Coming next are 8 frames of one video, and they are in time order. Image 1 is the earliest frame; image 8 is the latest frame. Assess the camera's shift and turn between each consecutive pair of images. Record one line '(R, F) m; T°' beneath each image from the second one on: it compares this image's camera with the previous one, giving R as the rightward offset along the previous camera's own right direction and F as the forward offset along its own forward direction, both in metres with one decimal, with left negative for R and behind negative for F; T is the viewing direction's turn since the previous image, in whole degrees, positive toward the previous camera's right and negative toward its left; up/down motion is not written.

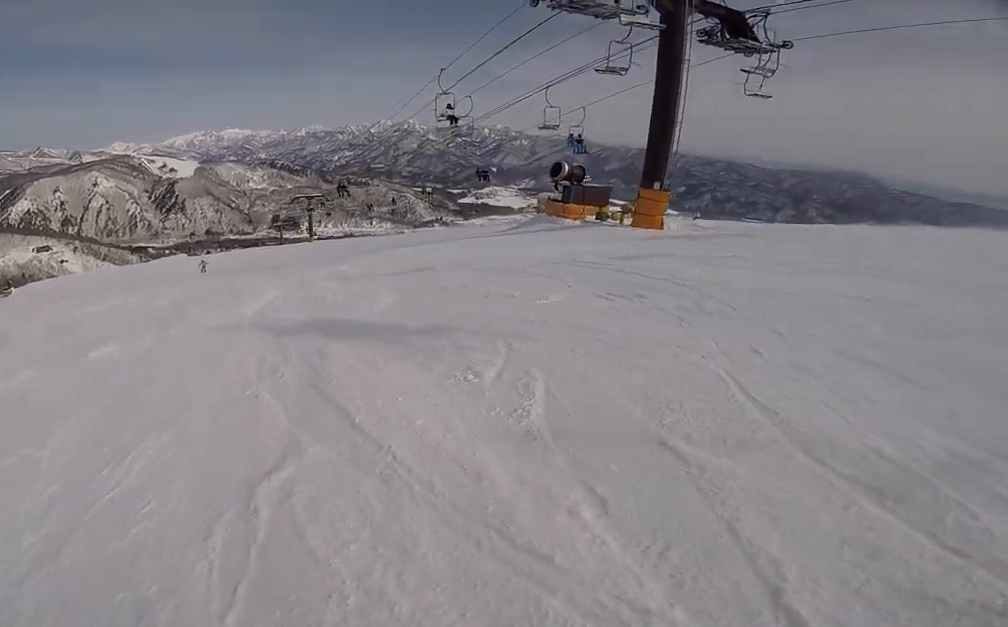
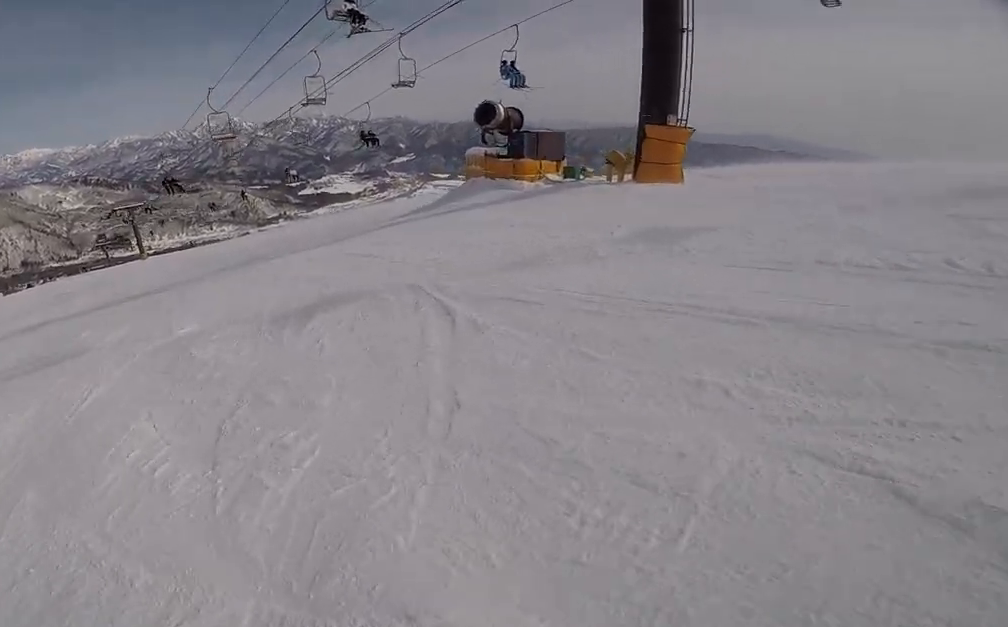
(+0.9, +8.1) m; +22°
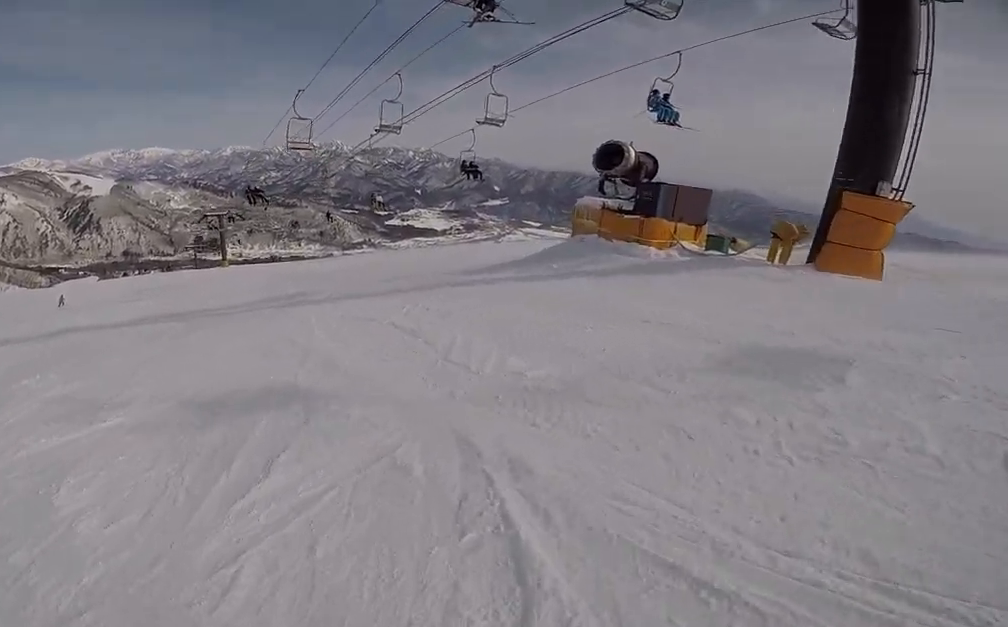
(+1.1, +3.1) m; +3°
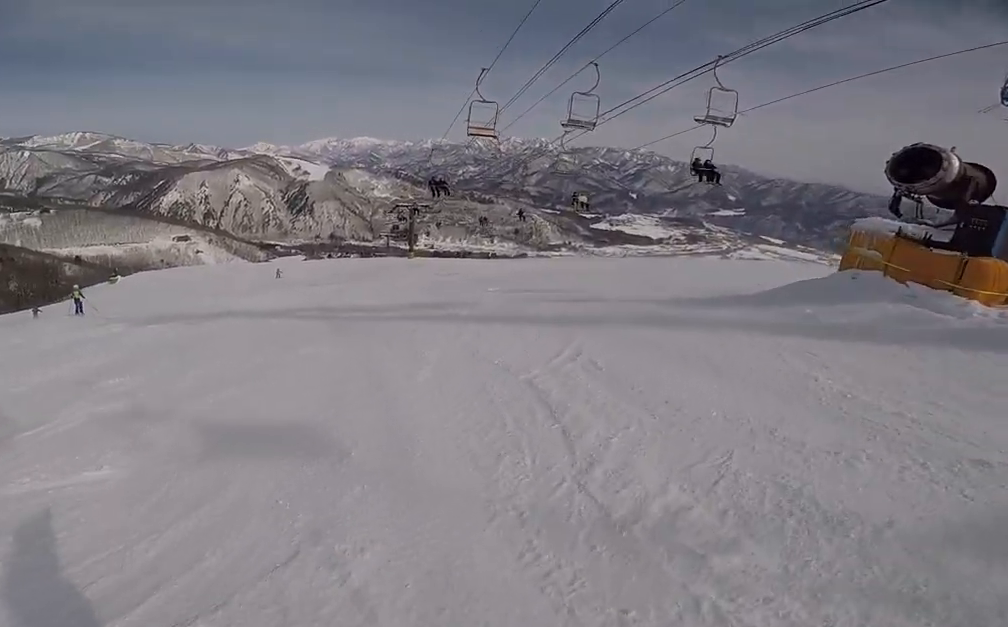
(+0.3, +2.2) m; -4°
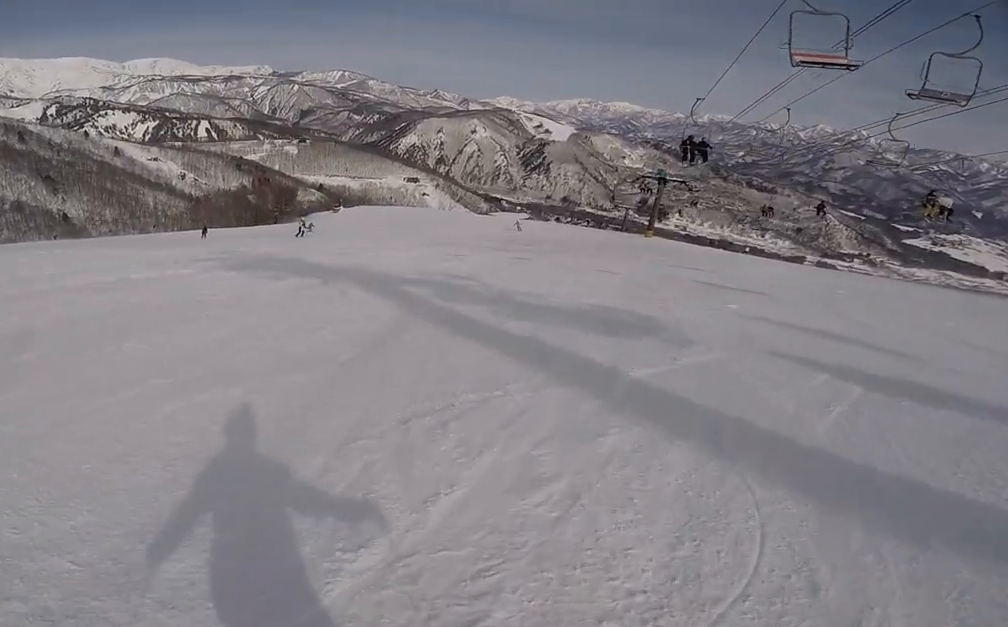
(-1.5, +4.9) m; -42°
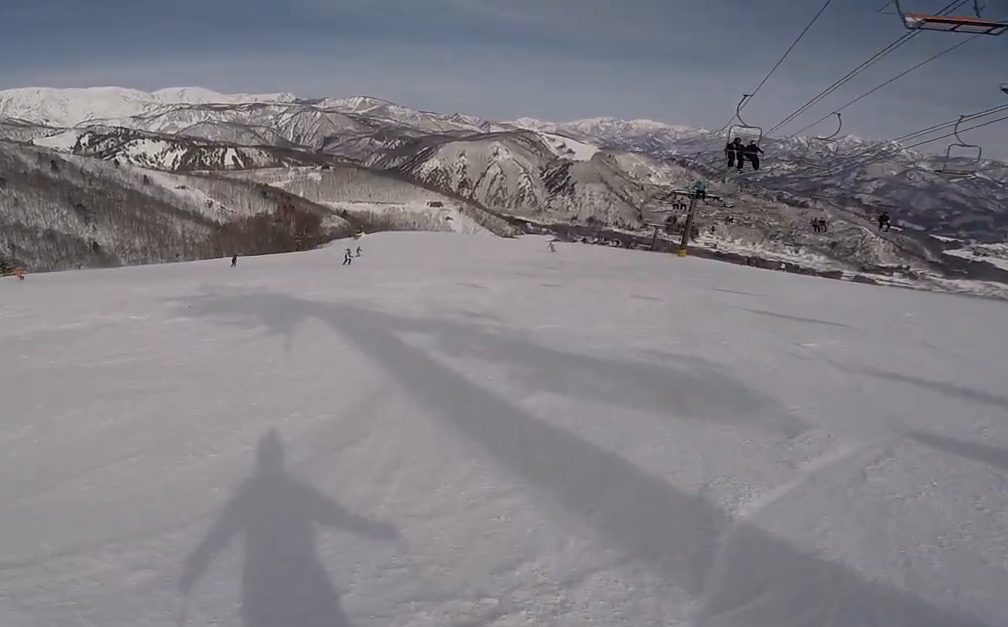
(-1.0, +2.4) m; -12°
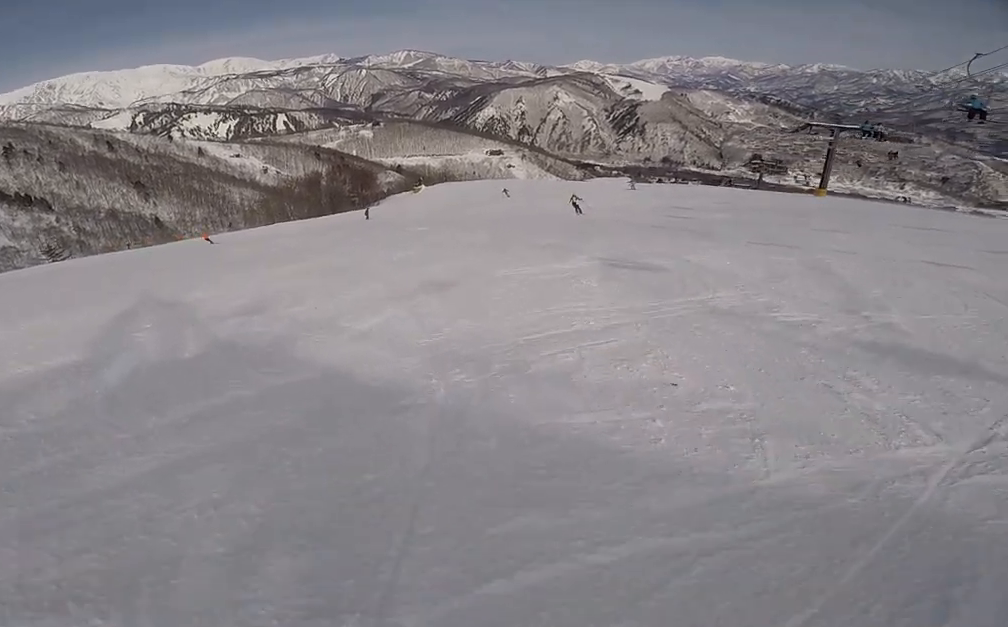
(-1.5, +8.6) m; +5°
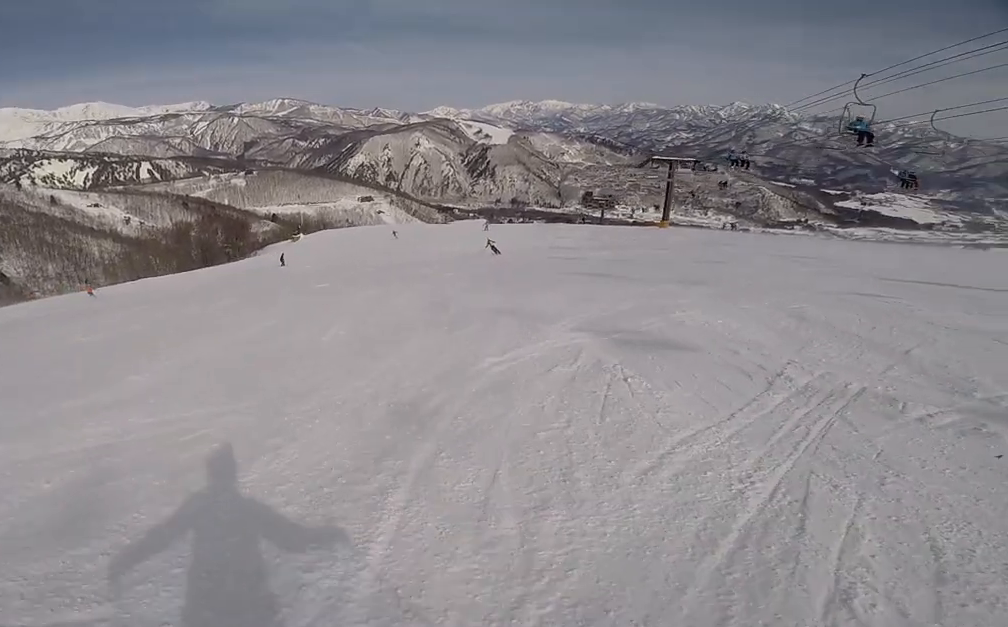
(+0.8, +3.1) m; +8°
